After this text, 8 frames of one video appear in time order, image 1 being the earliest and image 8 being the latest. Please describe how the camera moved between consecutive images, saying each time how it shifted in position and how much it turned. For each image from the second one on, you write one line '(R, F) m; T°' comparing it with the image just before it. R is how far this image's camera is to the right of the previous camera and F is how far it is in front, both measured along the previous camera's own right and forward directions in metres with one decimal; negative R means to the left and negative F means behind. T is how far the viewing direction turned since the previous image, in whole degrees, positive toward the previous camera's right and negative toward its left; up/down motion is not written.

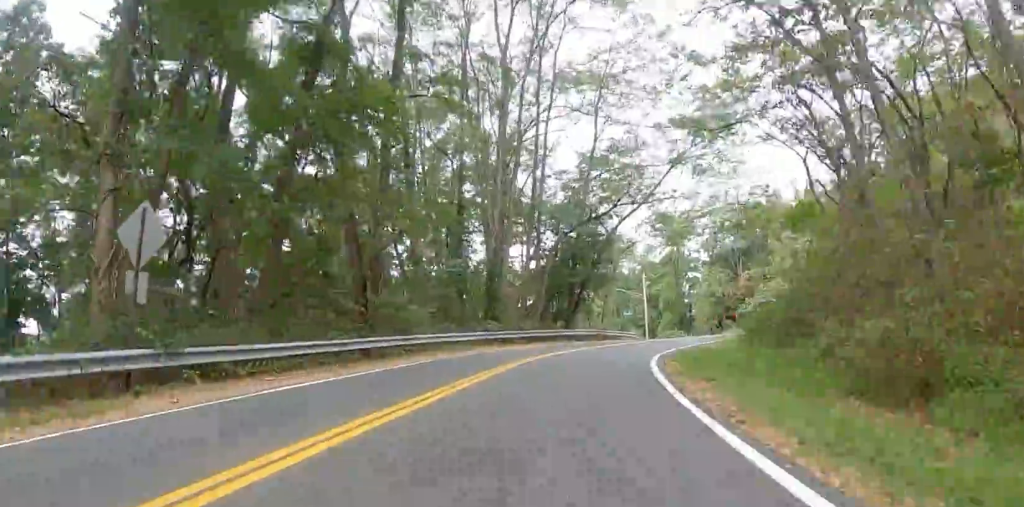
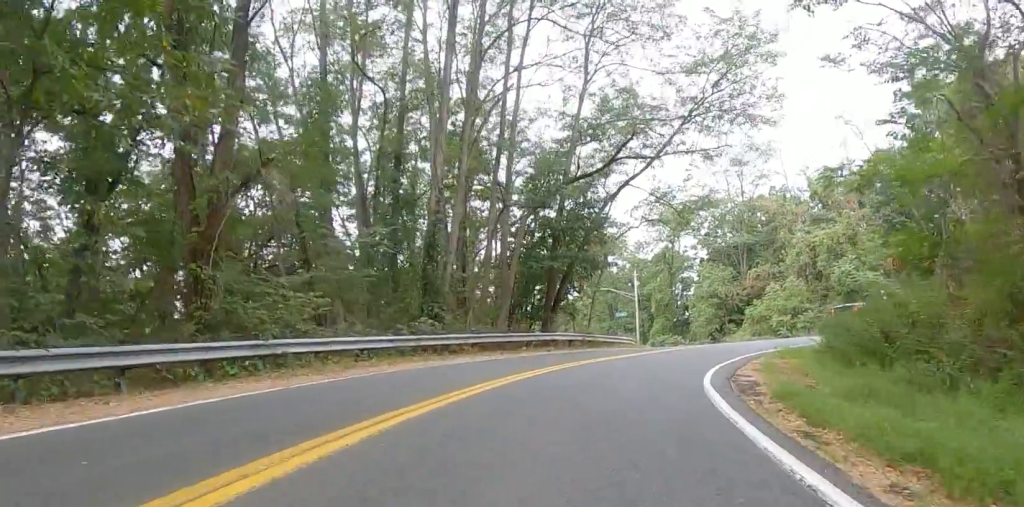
(-1.5, +9.5) m; -7°
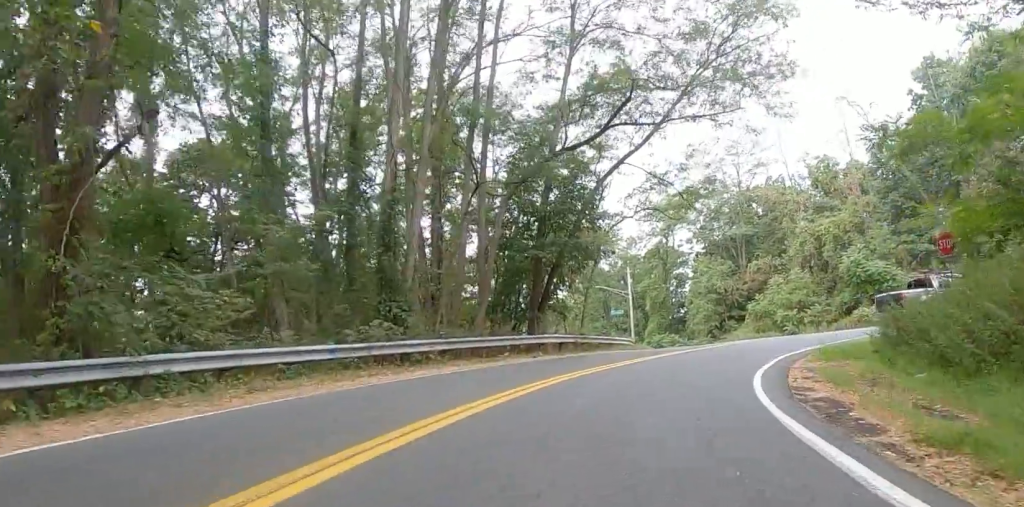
(+0.4, +3.8) m; +5°
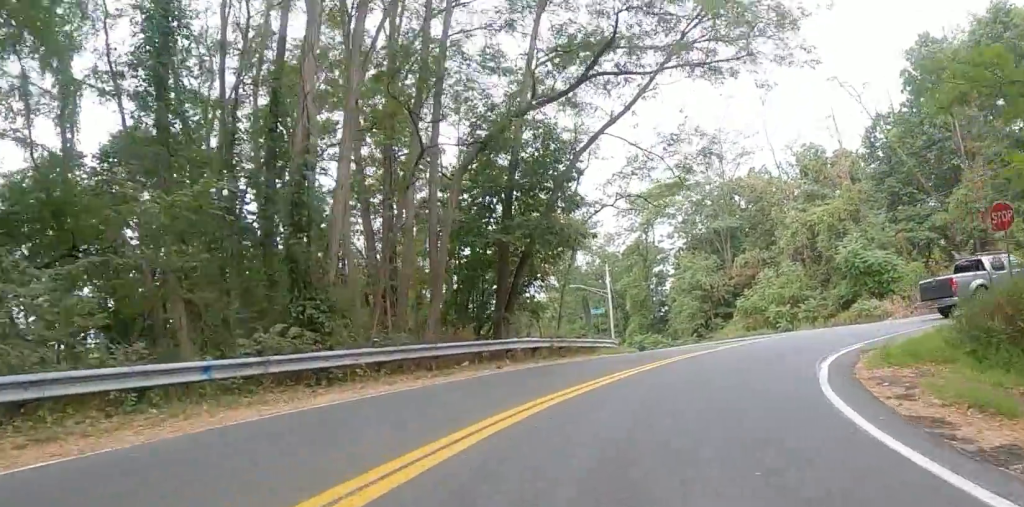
(+0.5, +4.1) m; +8°
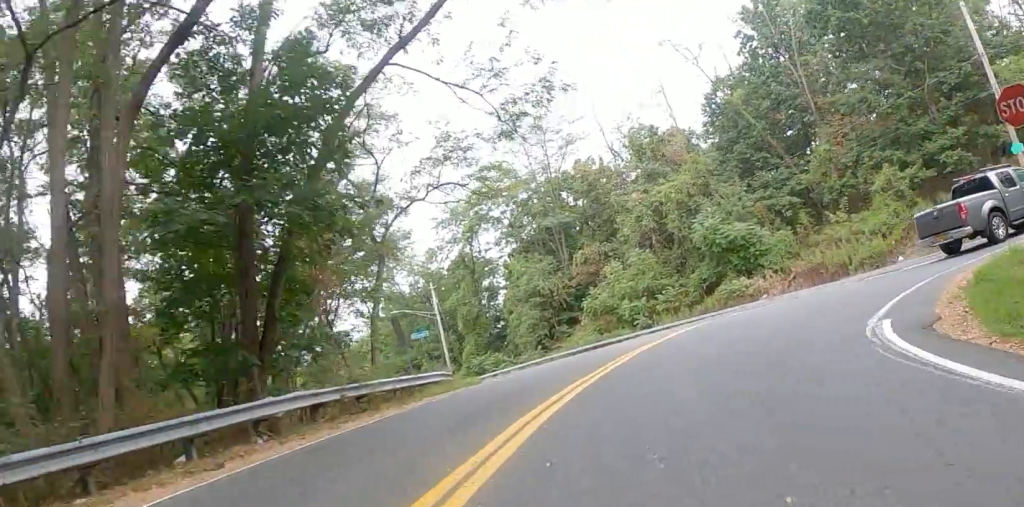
(+0.6, +7.2) m; +17°
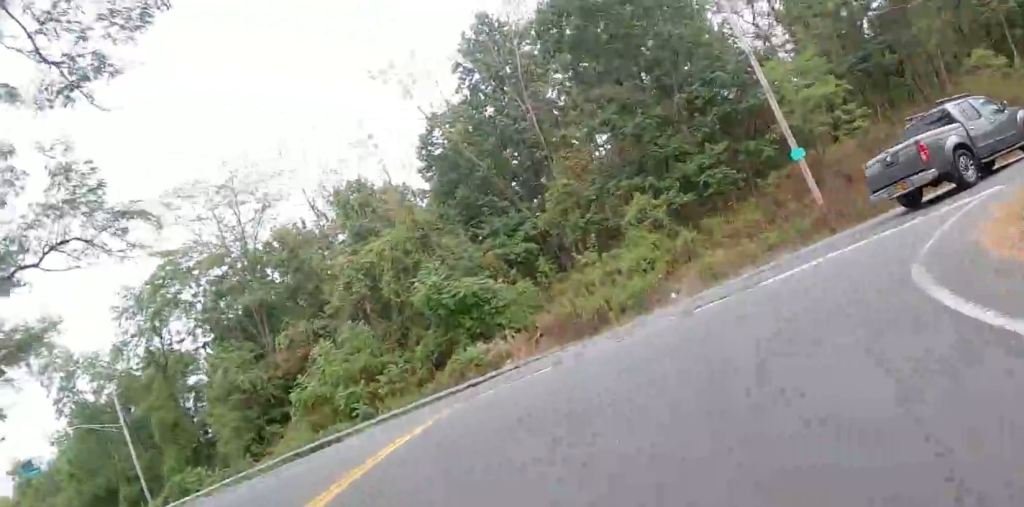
(+1.5, +6.9) m; +24°
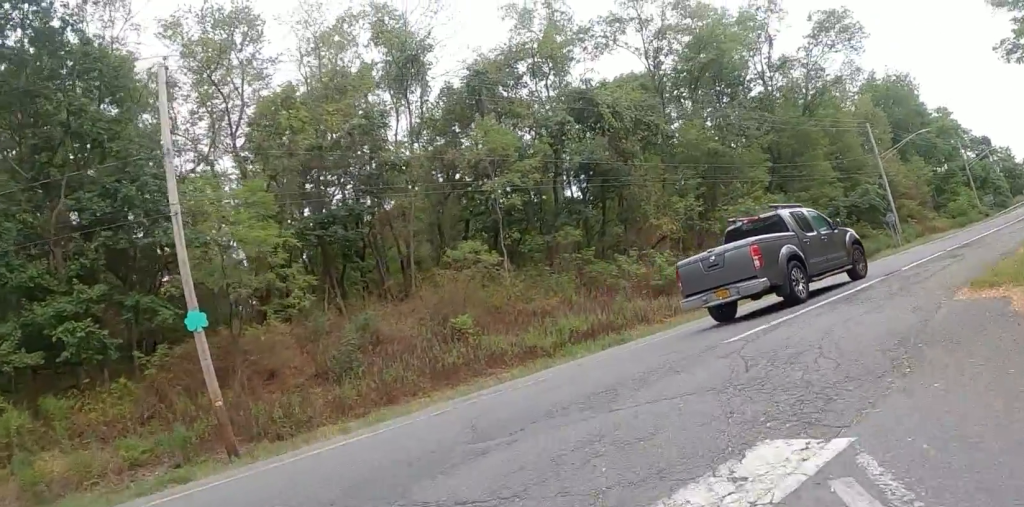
(+3.0, +6.8) m; +47°
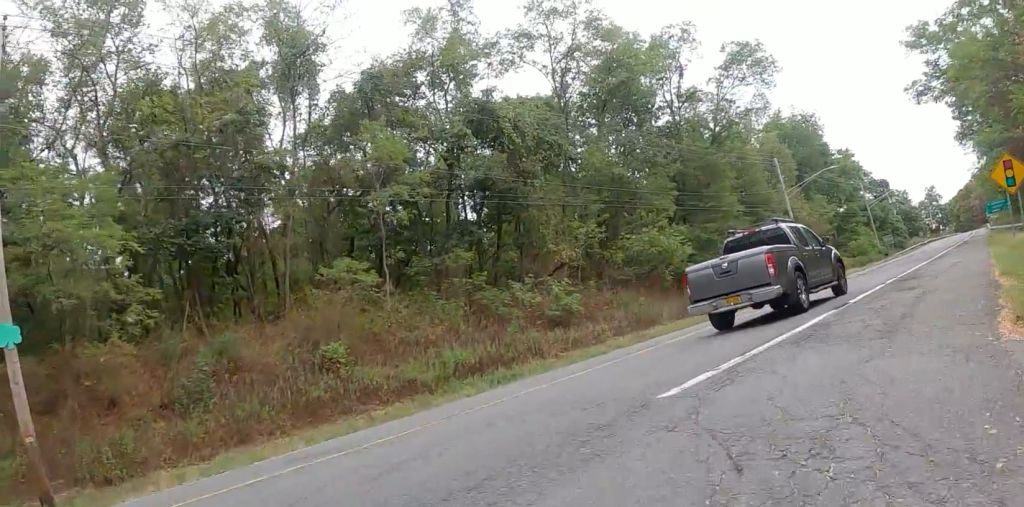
(+0.1, +2.2) m; +9°
